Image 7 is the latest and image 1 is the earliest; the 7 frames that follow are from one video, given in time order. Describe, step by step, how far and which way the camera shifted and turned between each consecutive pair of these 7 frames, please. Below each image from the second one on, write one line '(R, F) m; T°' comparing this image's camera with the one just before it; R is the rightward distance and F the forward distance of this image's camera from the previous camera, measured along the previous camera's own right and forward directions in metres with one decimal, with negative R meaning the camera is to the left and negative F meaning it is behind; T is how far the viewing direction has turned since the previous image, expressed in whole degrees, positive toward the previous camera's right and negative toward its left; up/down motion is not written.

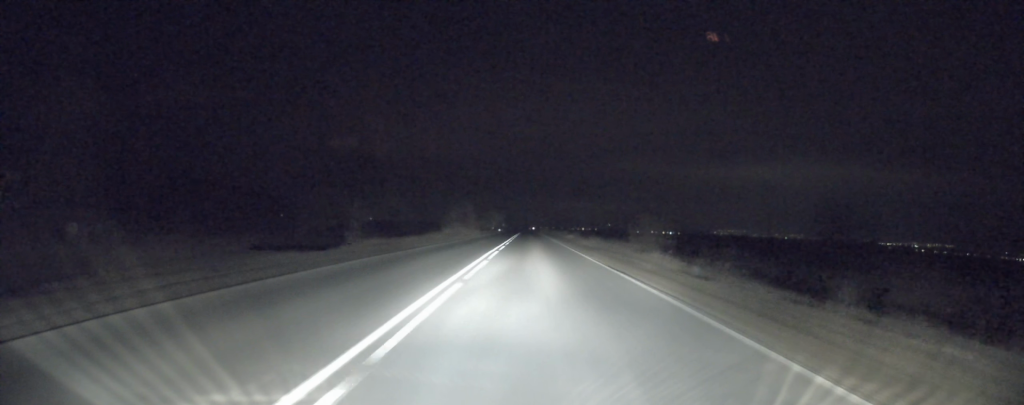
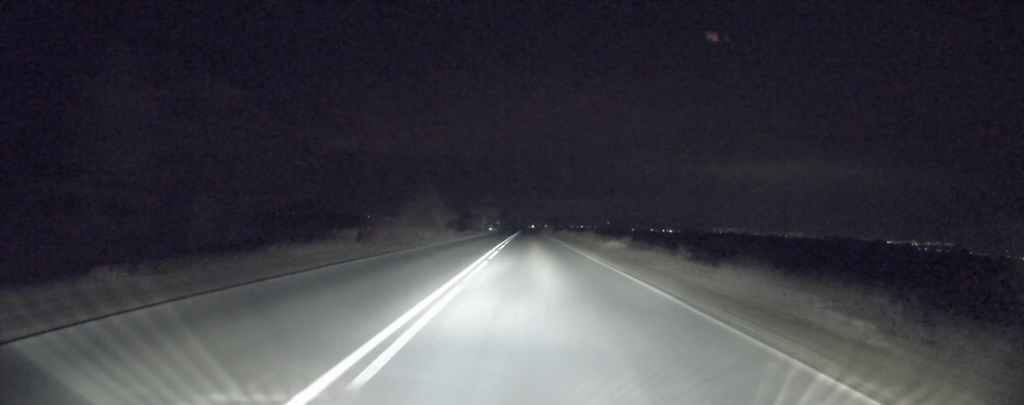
(-0.2, +31.6) m; 0°
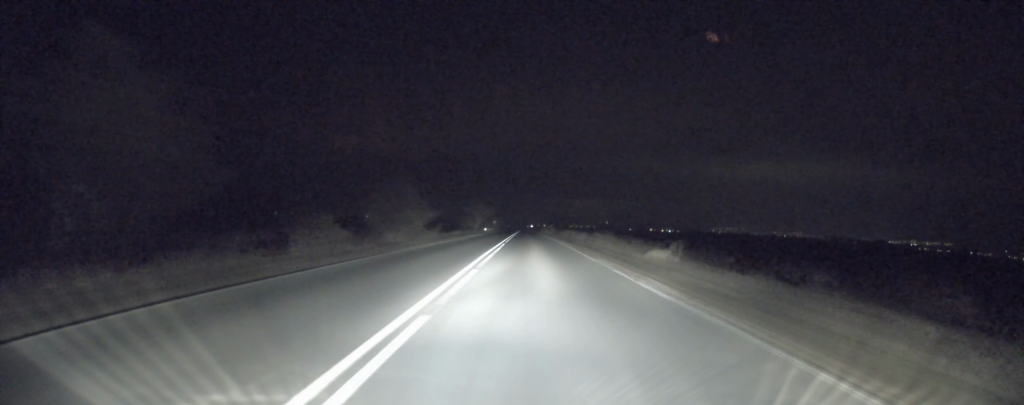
(+0.1, +11.2) m; 0°
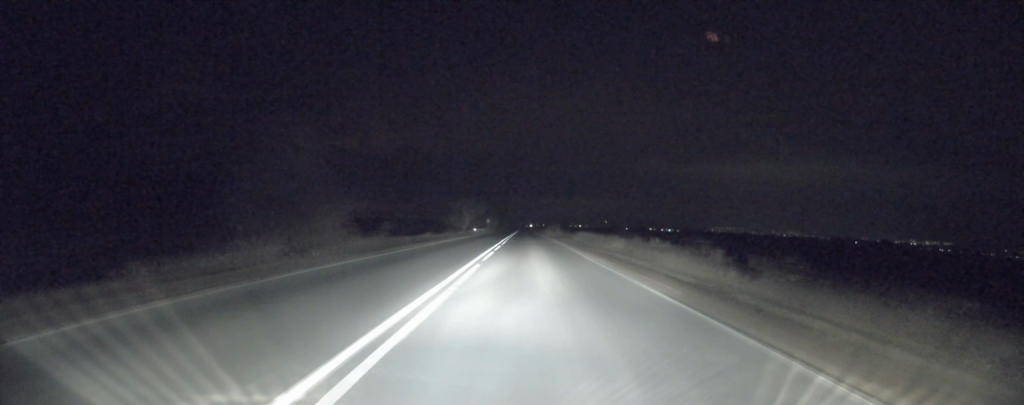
(+0.1, +19.9) m; 0°
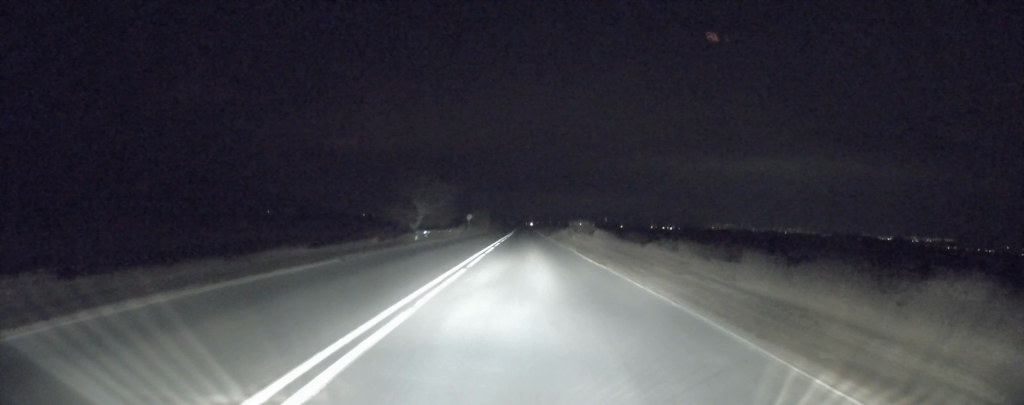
(0.0, +41.0) m; 0°
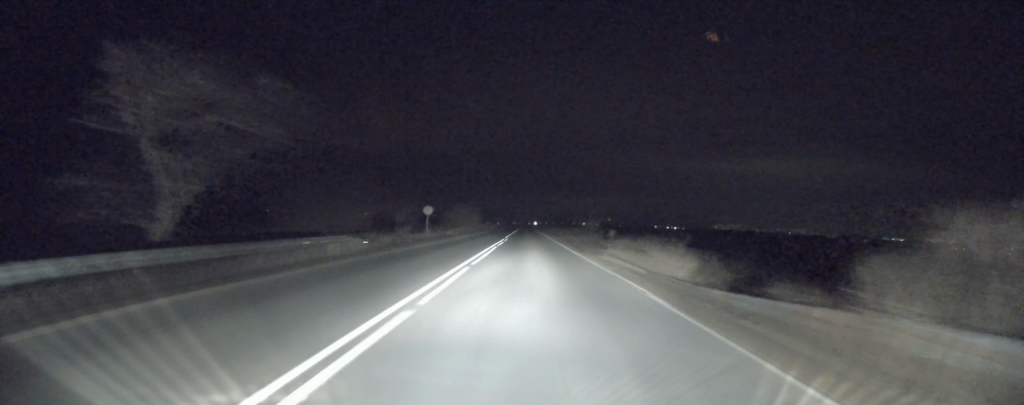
(+0.2, +38.1) m; 0°
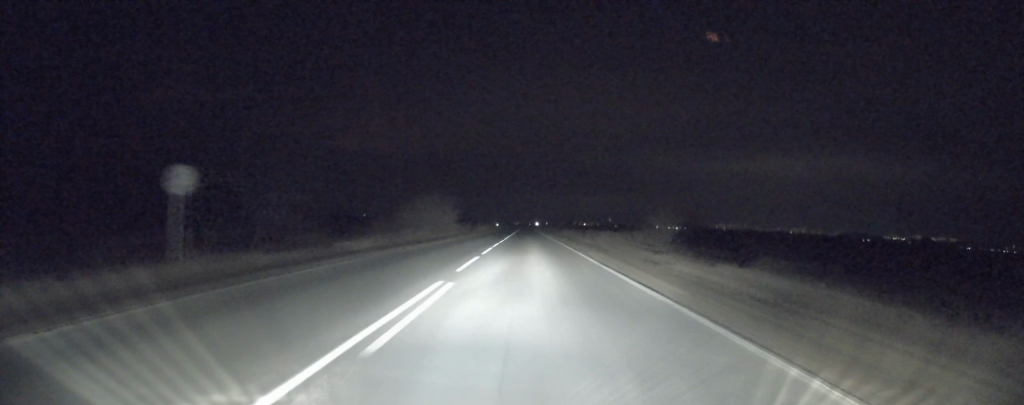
(-0.4, +34.9) m; -1°
